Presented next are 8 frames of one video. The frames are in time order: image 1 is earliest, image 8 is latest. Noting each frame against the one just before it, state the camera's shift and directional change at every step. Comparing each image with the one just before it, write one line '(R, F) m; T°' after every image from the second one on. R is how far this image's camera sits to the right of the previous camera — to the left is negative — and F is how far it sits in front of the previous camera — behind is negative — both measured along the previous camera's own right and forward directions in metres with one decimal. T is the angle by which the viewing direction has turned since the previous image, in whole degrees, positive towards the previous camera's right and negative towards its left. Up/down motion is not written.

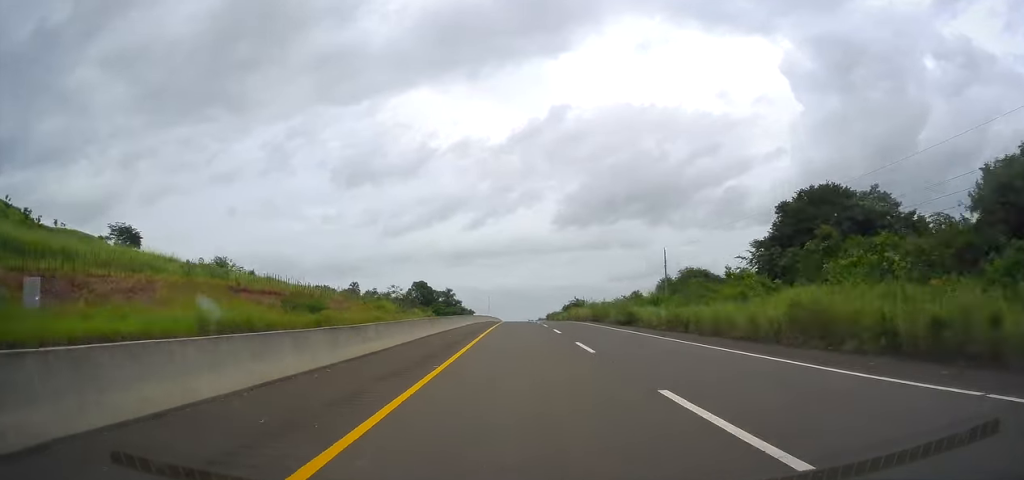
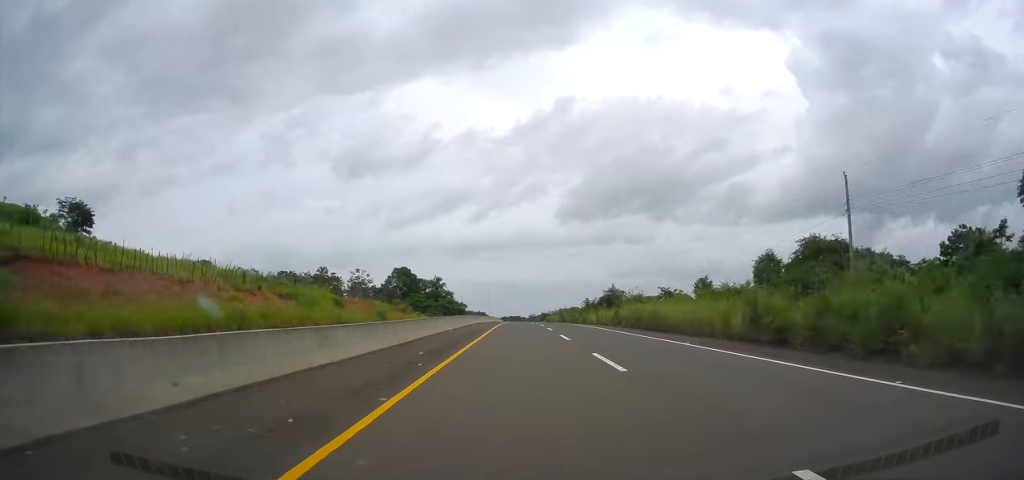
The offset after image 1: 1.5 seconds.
(0.0, +42.9) m; 0°
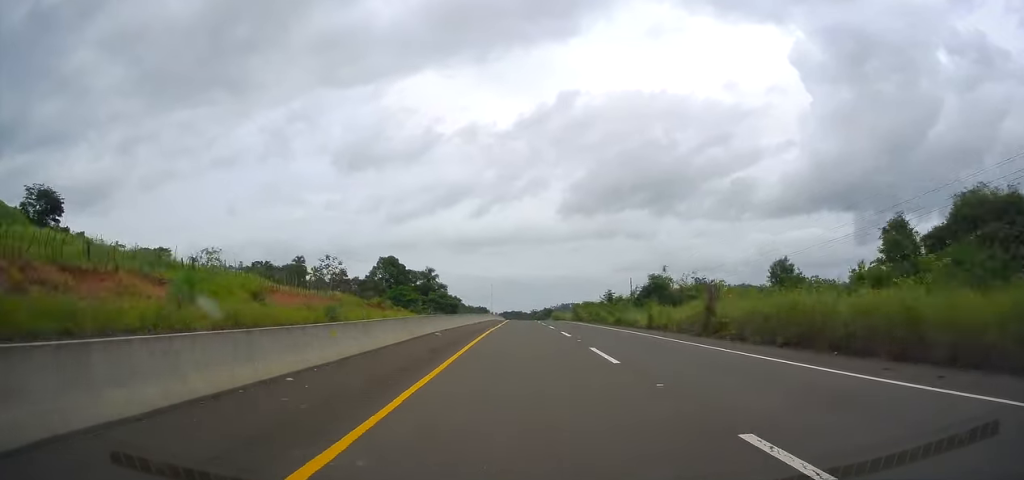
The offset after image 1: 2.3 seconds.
(0.0, +23.7) m; 0°
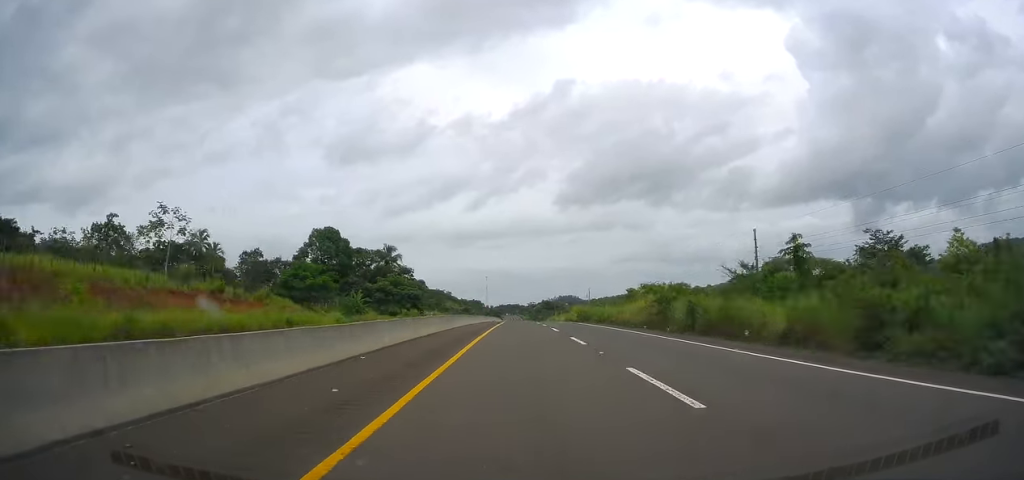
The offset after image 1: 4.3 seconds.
(-0.1, +56.8) m; 0°
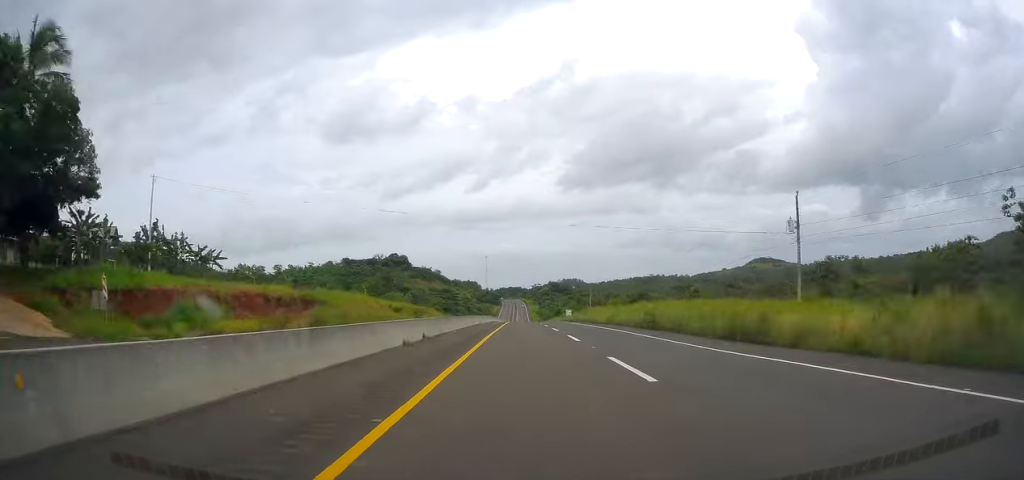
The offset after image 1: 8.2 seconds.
(+0.2, +110.2) m; 0°
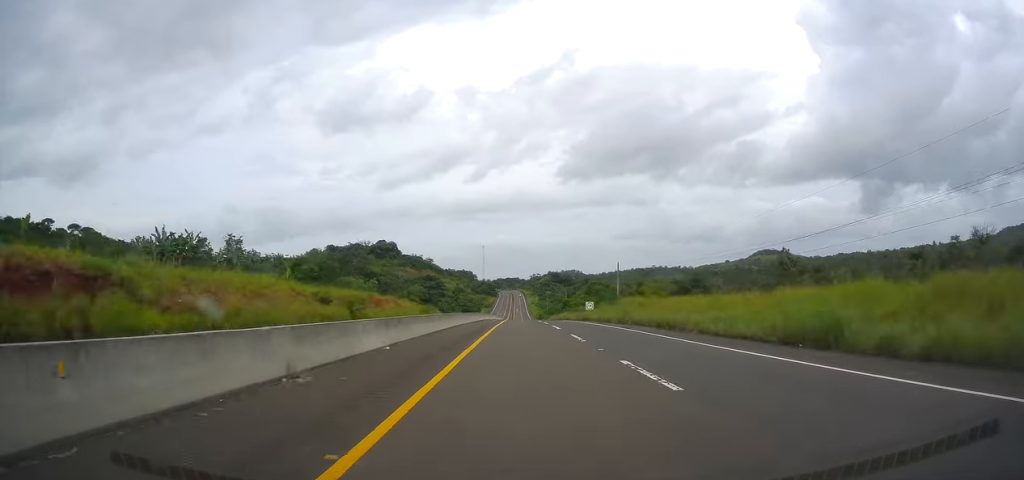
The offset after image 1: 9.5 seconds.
(-0.1, +39.2) m; 0°
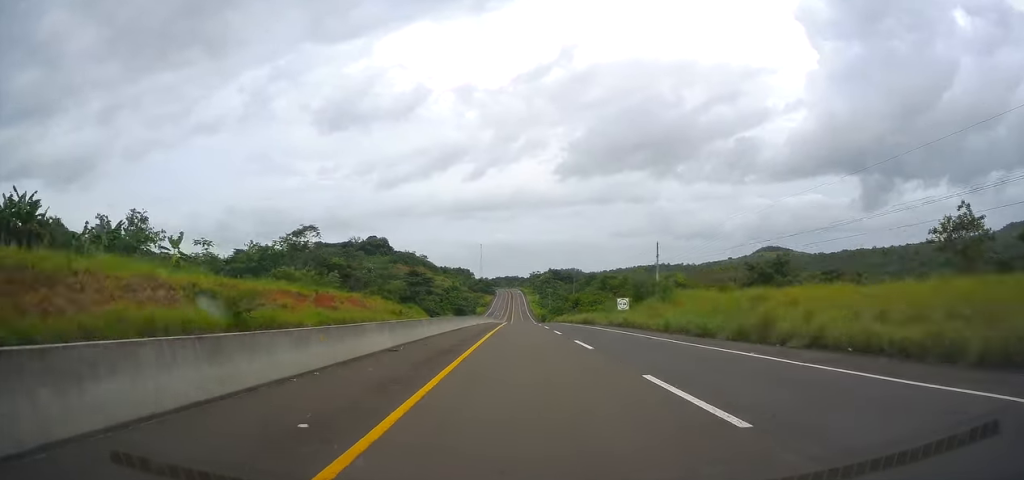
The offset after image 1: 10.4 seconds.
(0.0, +27.2) m; 0°
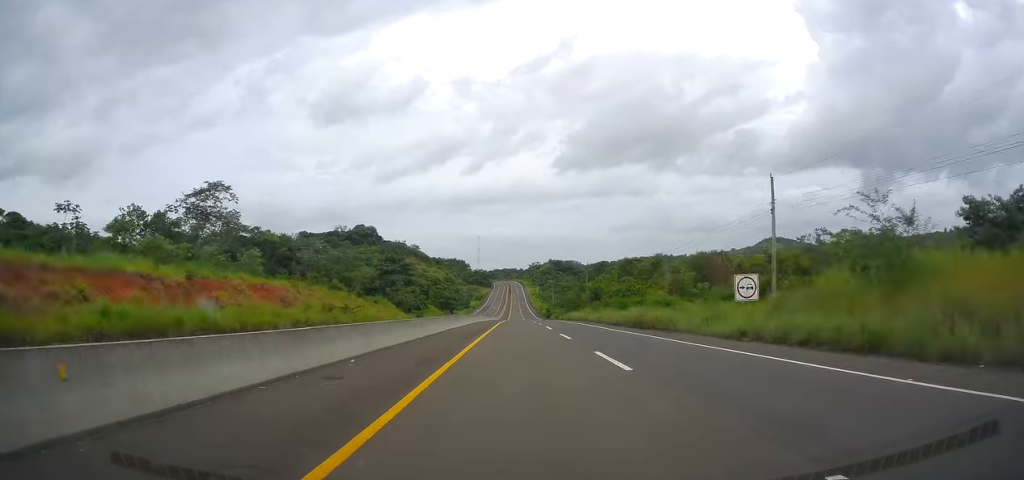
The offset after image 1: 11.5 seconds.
(+0.1, +32.5) m; 0°
